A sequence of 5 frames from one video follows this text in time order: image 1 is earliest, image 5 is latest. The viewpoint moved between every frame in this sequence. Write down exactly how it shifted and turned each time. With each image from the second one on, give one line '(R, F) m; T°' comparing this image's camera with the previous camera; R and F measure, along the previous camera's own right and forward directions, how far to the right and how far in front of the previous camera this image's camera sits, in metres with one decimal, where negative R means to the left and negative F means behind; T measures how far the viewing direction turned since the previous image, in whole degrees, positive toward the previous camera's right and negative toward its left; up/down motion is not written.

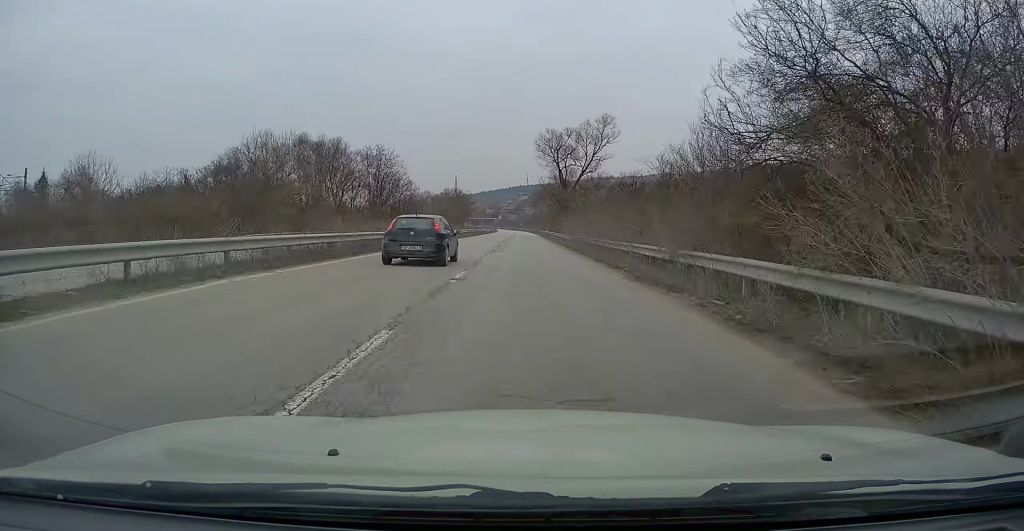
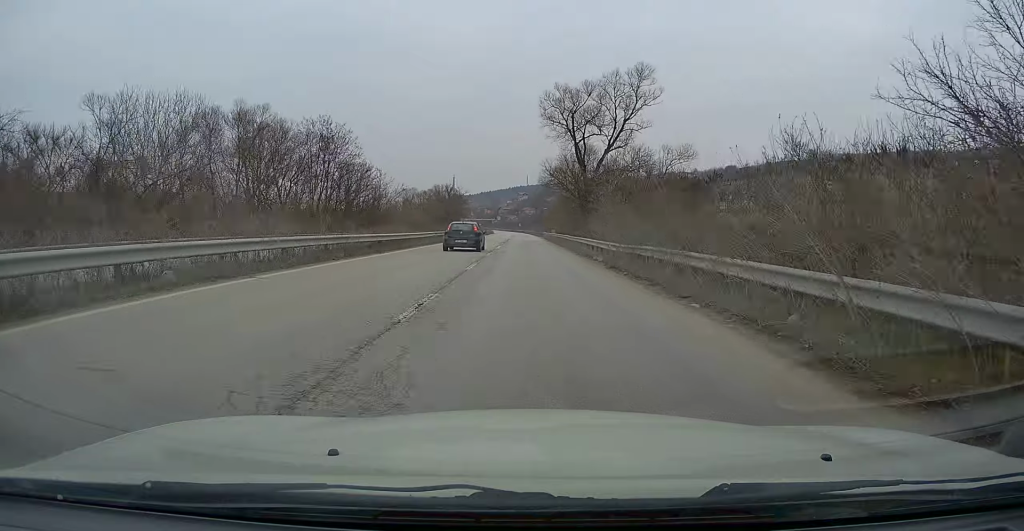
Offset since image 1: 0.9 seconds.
(0.0, +22.9) m; 0°
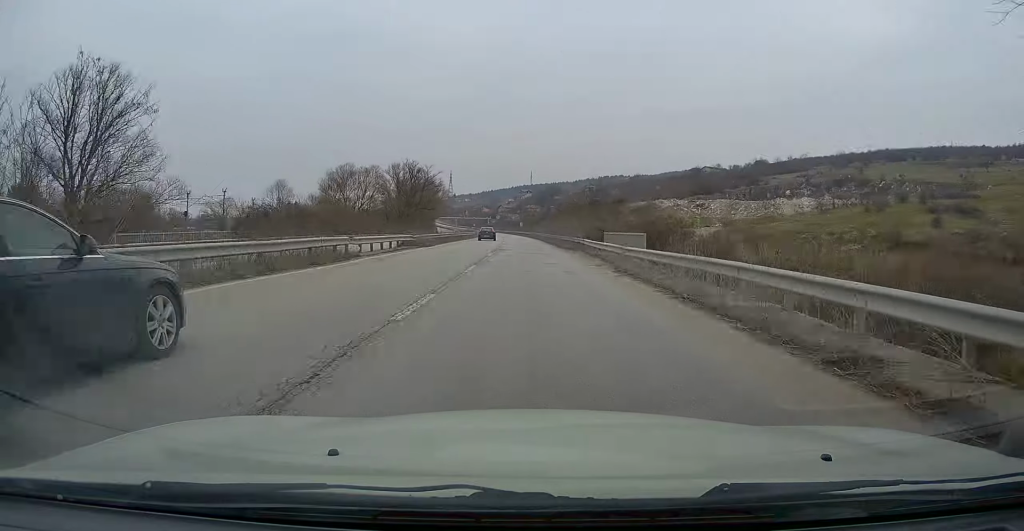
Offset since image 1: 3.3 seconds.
(-0.1, +62.2) m; 0°
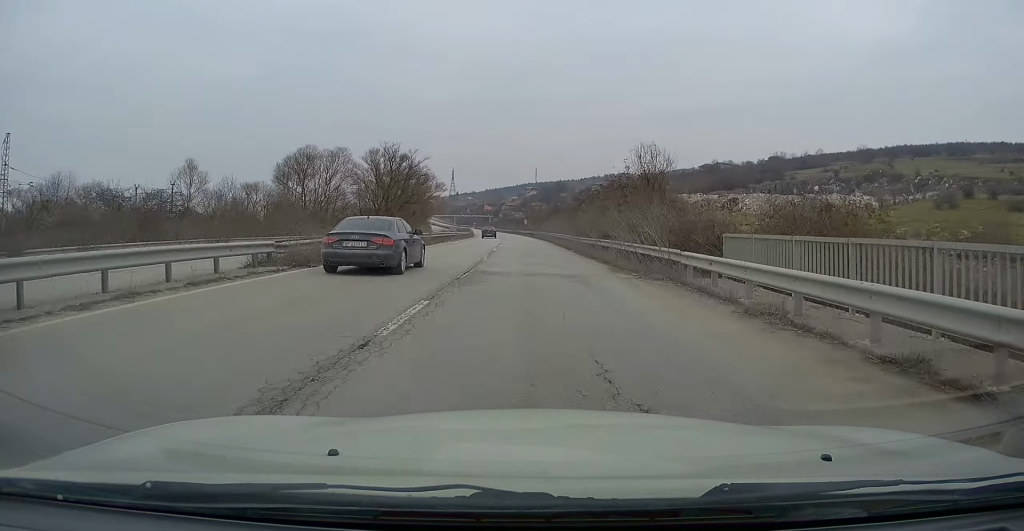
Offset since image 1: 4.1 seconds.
(0.0, +20.3) m; 0°
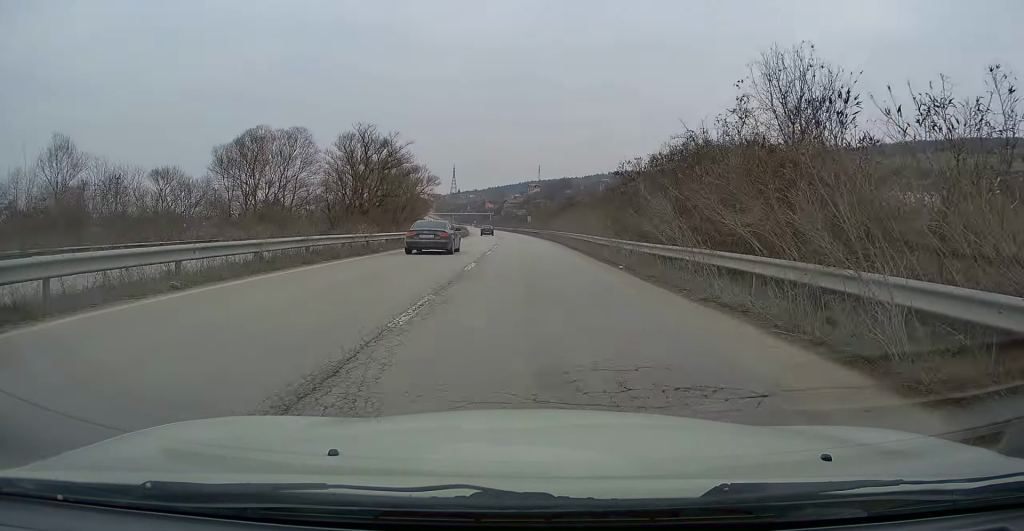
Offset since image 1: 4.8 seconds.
(0.0, +16.0) m; -1°
